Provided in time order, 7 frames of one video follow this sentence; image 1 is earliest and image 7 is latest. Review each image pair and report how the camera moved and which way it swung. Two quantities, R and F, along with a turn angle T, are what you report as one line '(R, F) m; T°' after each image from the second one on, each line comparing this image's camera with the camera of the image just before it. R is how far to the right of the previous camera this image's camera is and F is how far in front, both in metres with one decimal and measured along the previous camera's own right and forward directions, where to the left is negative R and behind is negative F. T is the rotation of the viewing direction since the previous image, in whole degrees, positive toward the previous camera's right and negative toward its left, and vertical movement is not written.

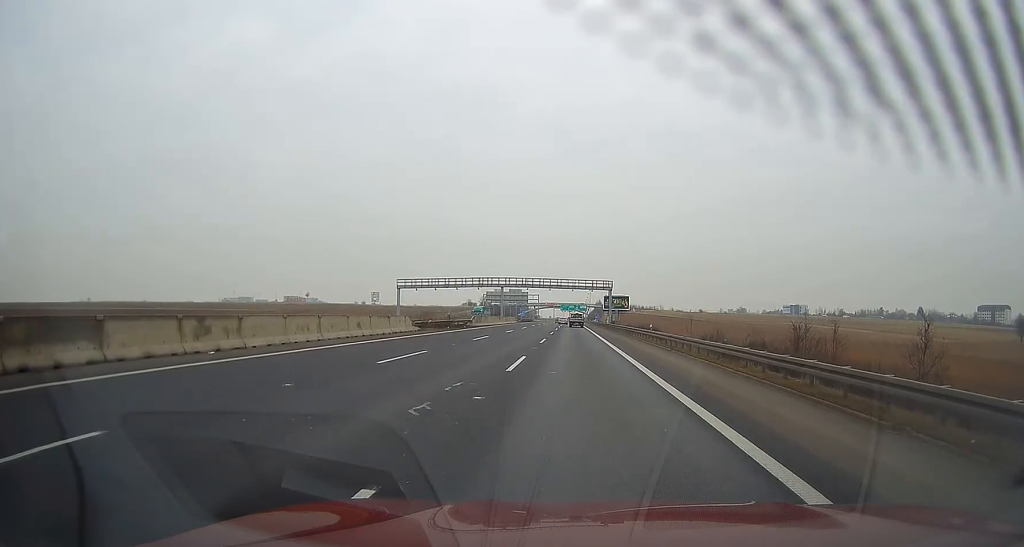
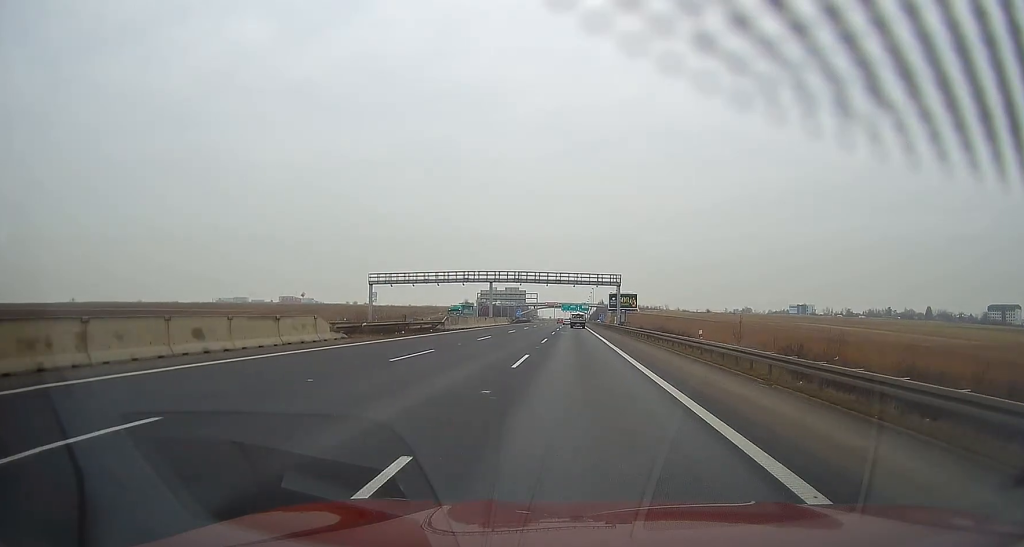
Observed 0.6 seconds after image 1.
(-0.1, +16.7) m; 0°
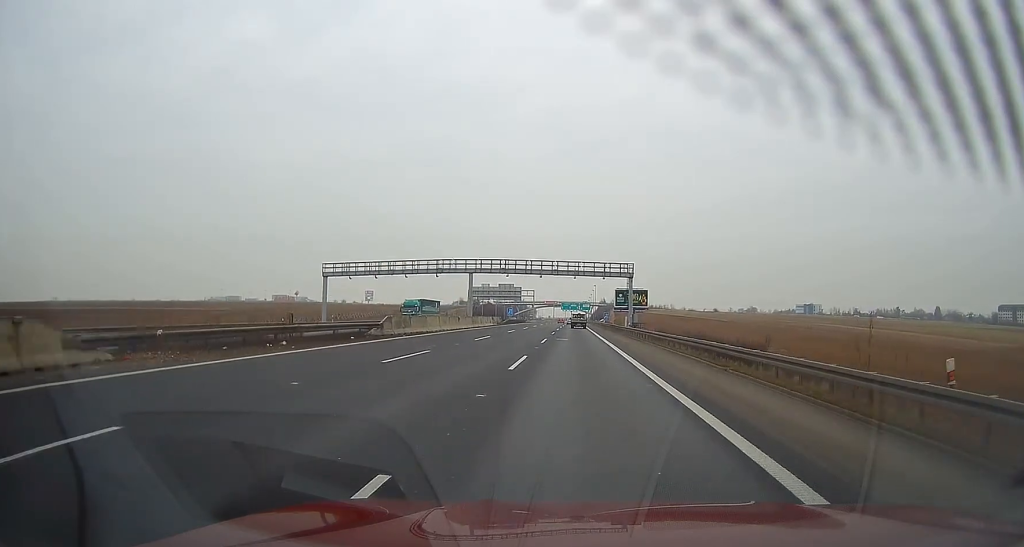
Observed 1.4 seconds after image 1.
(0.0, +18.7) m; 0°
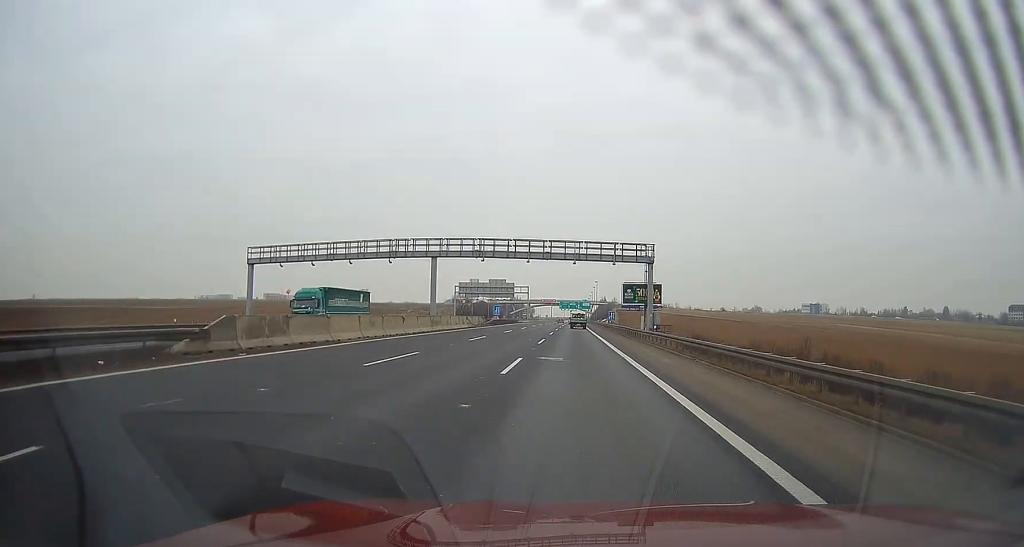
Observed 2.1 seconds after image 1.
(0.0, +19.5) m; 0°
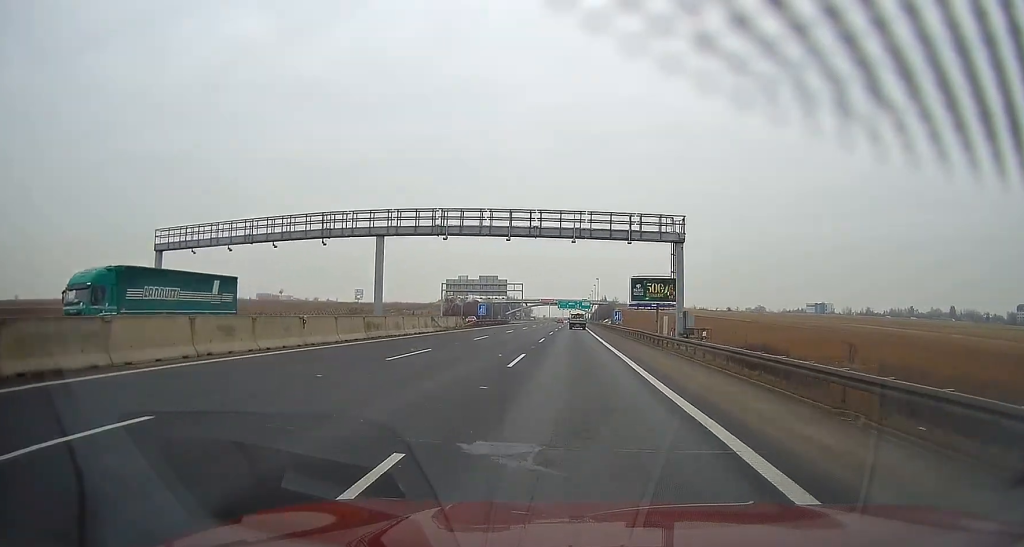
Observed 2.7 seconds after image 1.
(0.0, +15.5) m; 0°
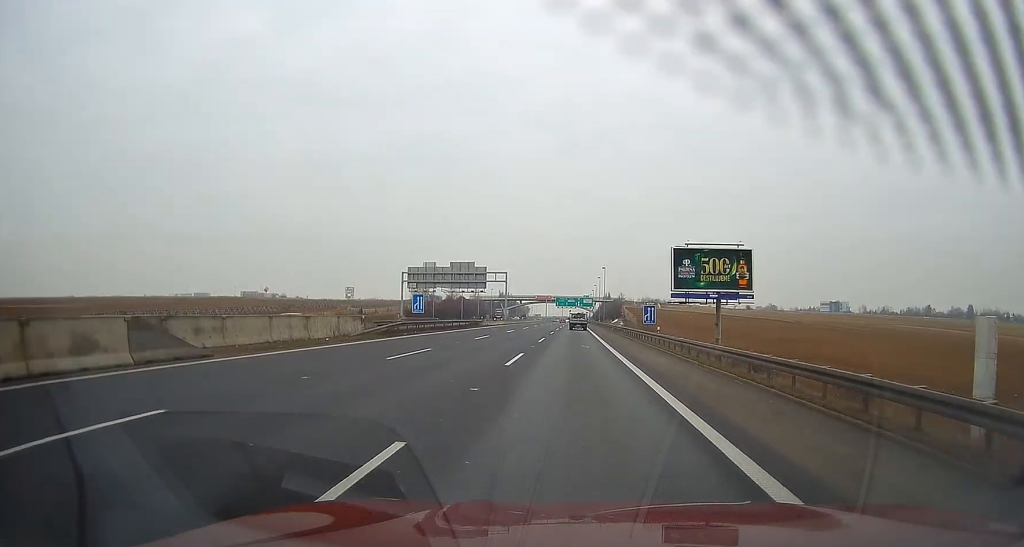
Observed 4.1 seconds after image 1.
(-0.2, +35.4) m; -1°
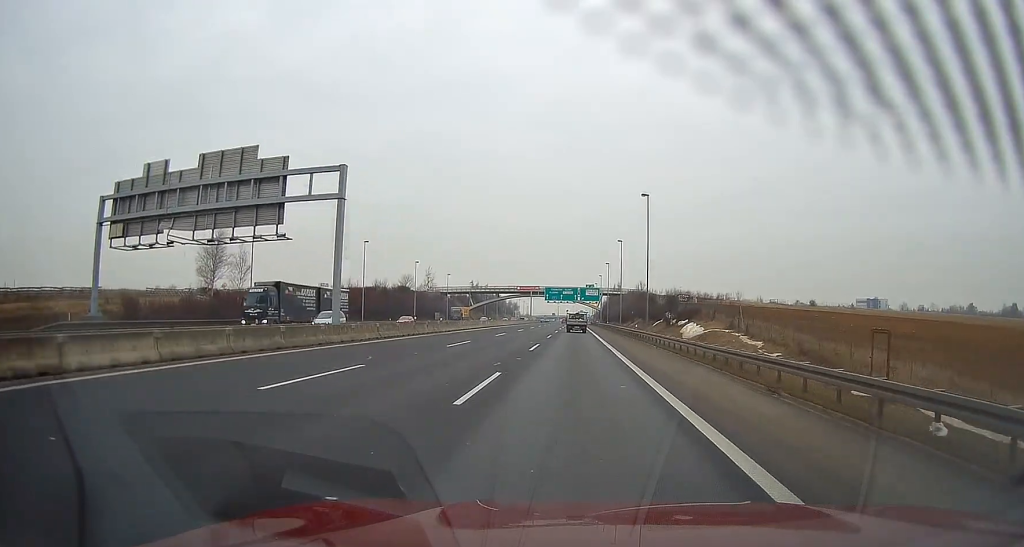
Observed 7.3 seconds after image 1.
(+0.6, +80.7) m; +1°
